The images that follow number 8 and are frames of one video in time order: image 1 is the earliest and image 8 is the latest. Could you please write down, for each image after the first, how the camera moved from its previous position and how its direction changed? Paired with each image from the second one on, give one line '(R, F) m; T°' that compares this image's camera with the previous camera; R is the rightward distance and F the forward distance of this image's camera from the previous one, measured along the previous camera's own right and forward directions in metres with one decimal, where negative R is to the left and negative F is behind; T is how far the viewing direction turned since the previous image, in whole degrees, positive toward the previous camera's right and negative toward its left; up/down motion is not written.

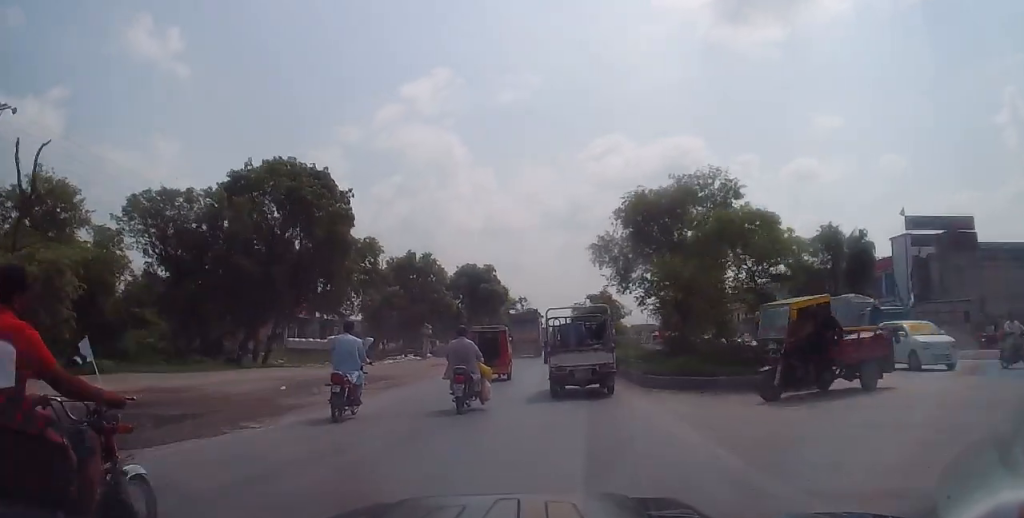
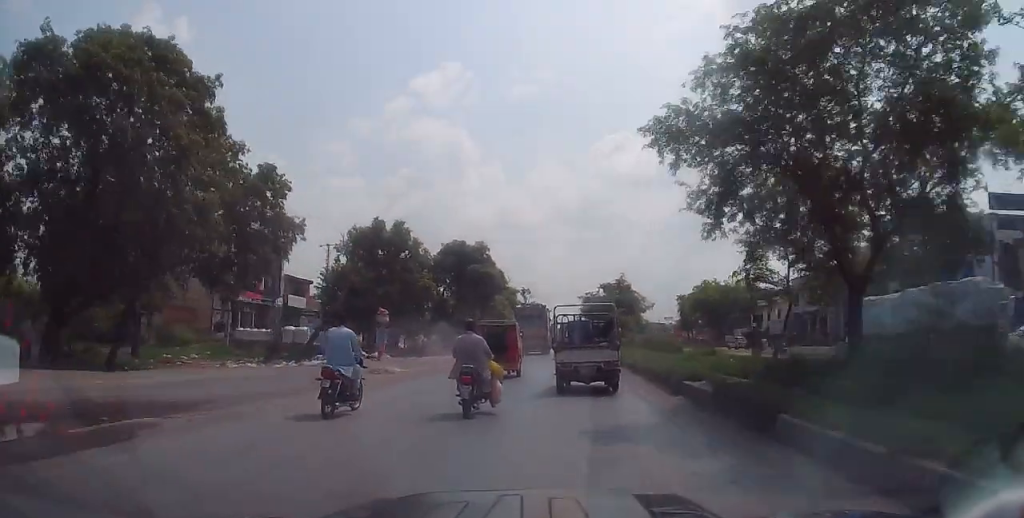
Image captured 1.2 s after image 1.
(+0.3, +13.8) m; -2°
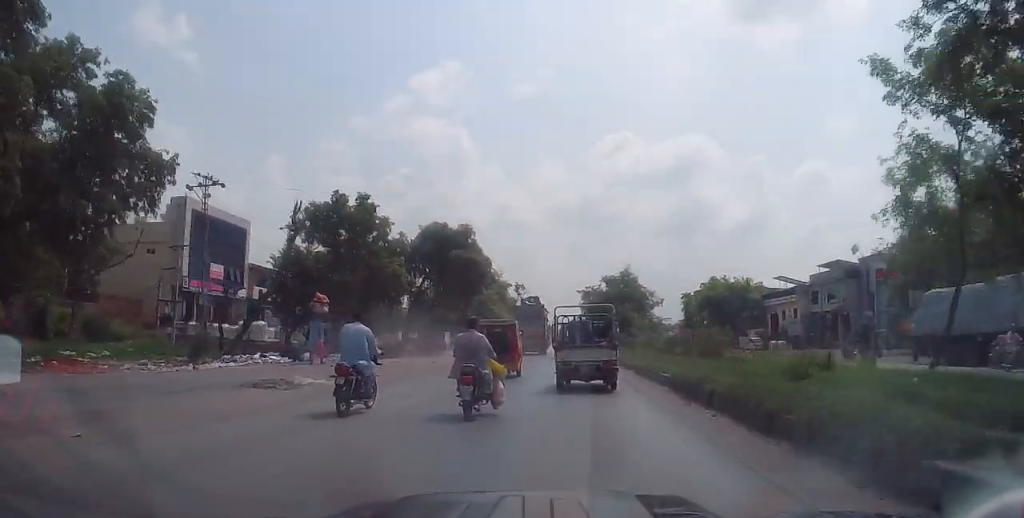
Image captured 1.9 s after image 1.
(-0.7, +8.2) m; 0°
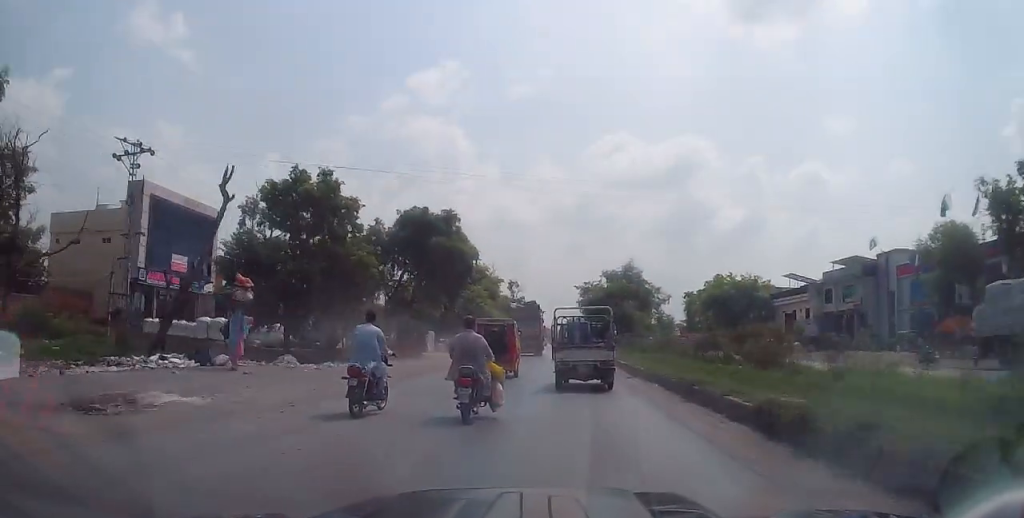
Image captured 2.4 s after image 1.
(+0.2, +5.9) m; +1°
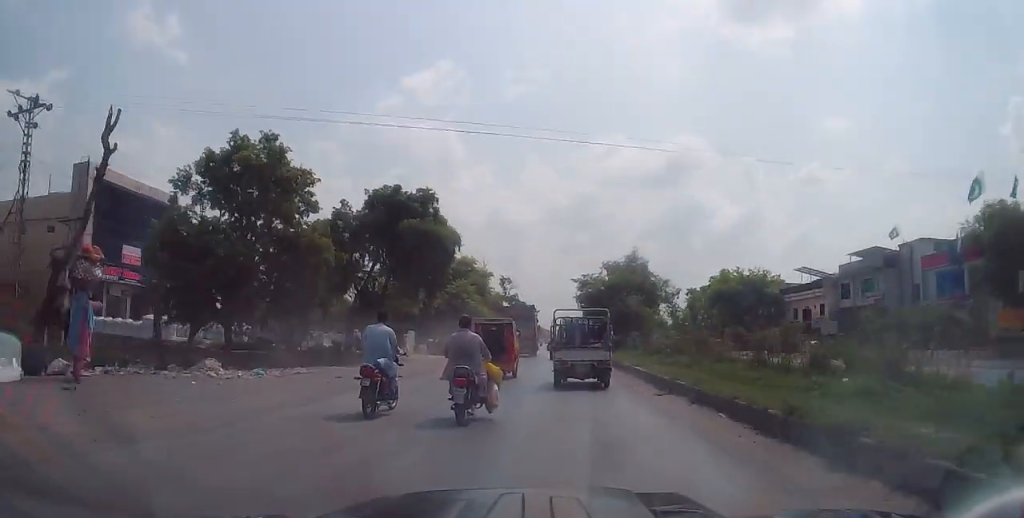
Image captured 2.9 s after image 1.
(+0.4, +6.3) m; +1°
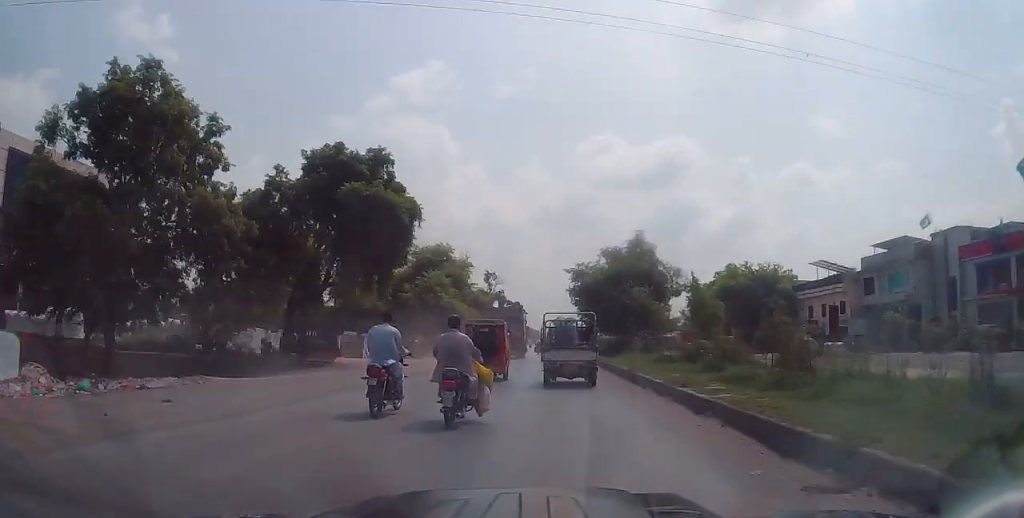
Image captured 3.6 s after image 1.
(-0.2, +8.2) m; -1°
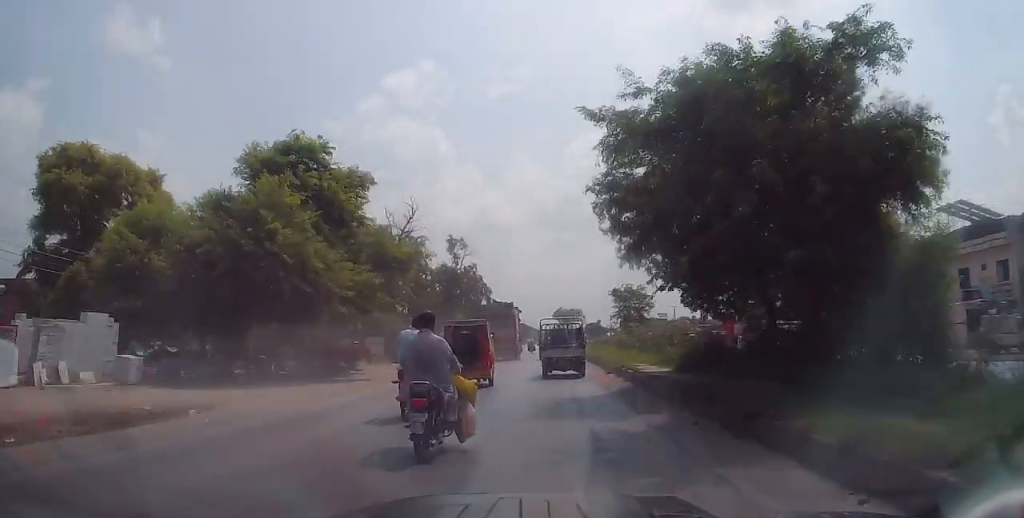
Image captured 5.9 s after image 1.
(-0.6, +27.3) m; -1°
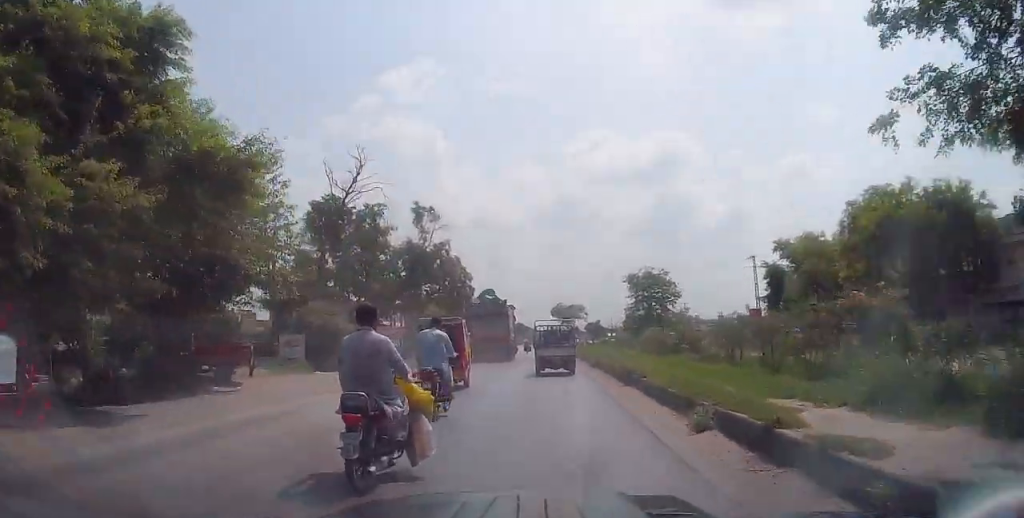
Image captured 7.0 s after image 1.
(0.0, +13.1) m; +2°
